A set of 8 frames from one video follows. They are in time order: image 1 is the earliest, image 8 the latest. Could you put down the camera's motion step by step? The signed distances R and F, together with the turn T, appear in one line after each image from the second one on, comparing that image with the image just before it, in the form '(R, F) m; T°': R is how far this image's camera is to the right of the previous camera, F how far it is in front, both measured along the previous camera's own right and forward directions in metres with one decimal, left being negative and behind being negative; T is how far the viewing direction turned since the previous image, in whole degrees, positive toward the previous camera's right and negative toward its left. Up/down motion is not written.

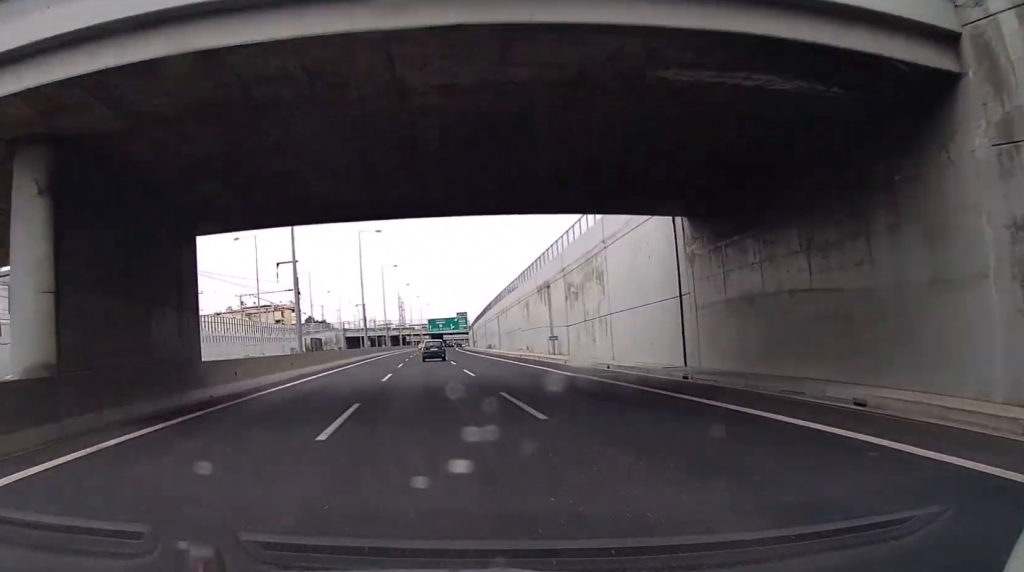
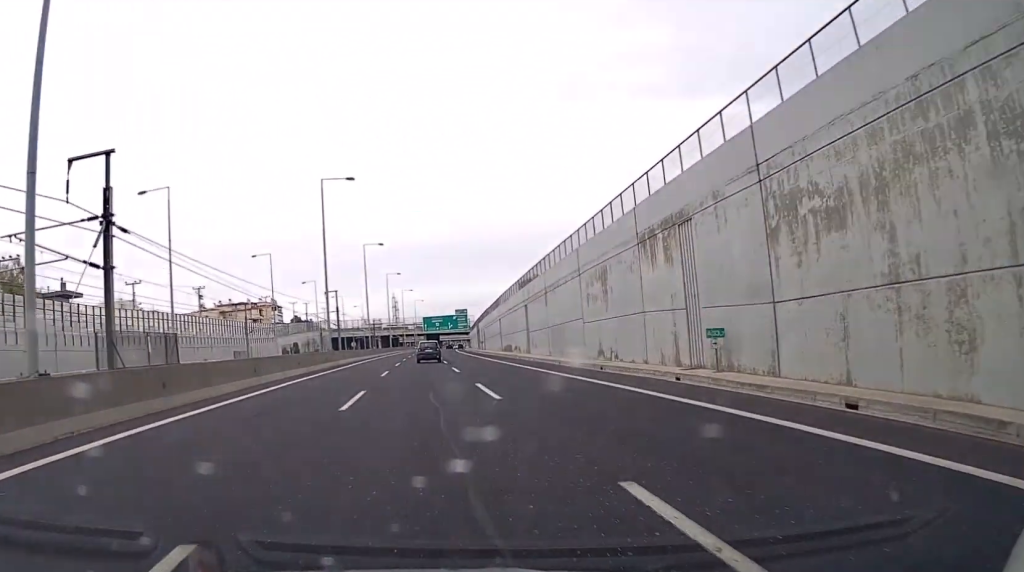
(+0.2, +30.4) m; 0°
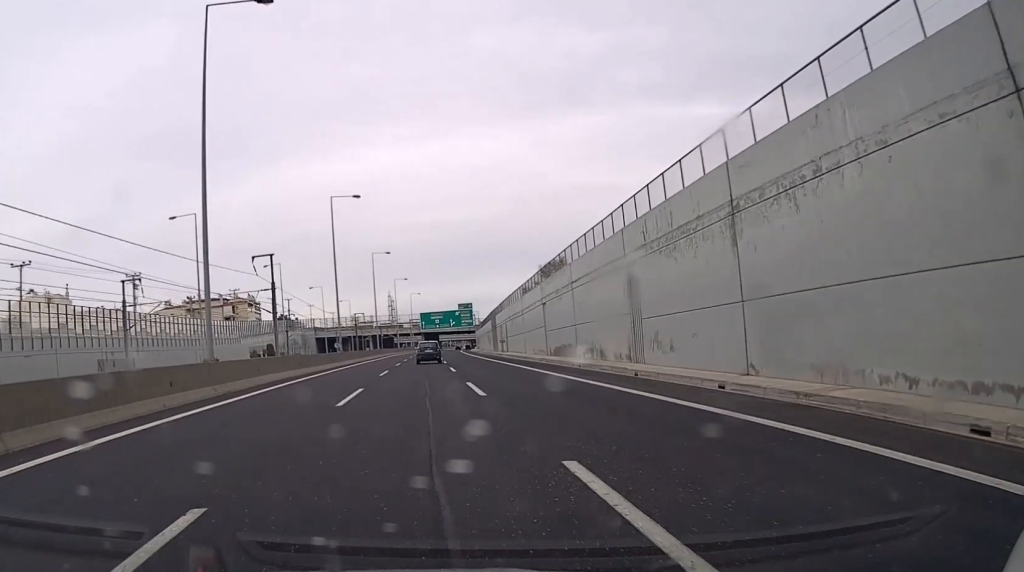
(-0.2, +34.4) m; 0°
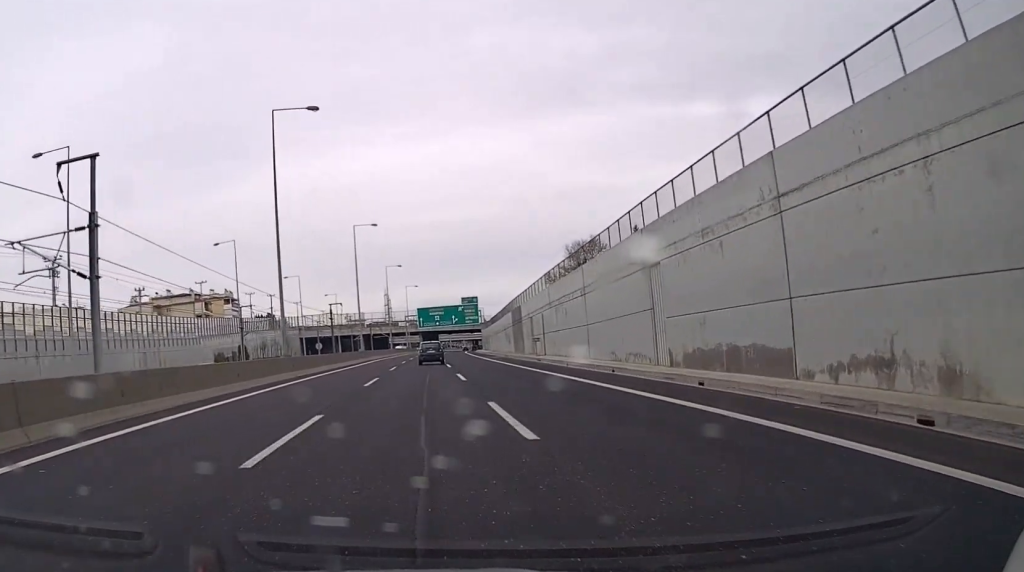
(+0.2, +27.6) m; +1°
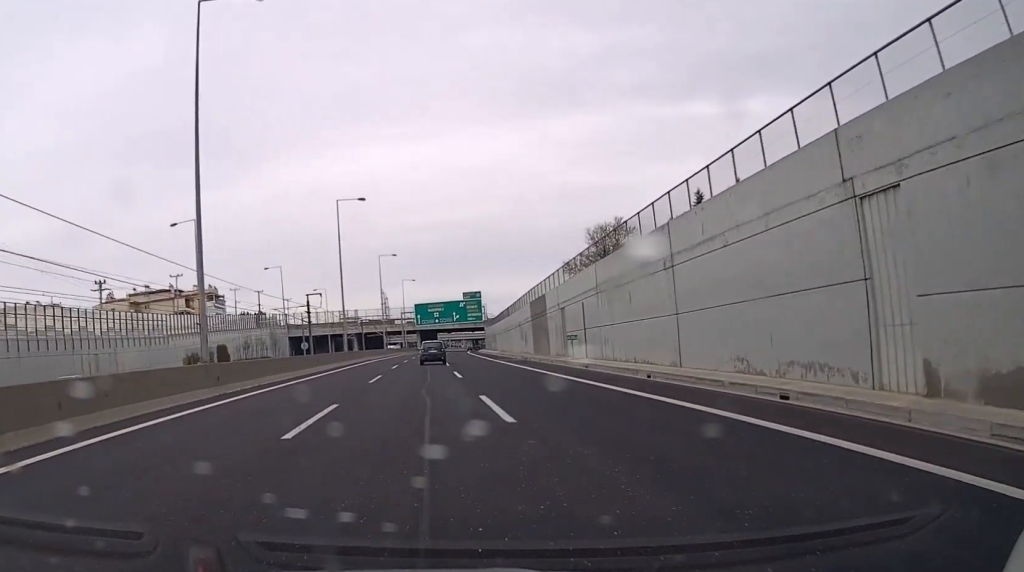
(+0.1, +14.8) m; 0°
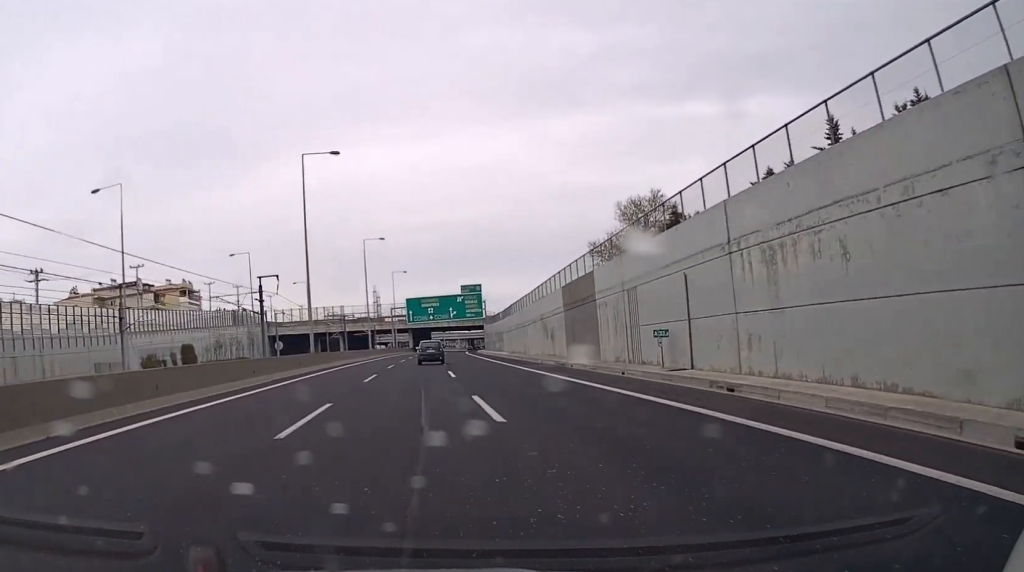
(0.0, +17.7) m; 0°
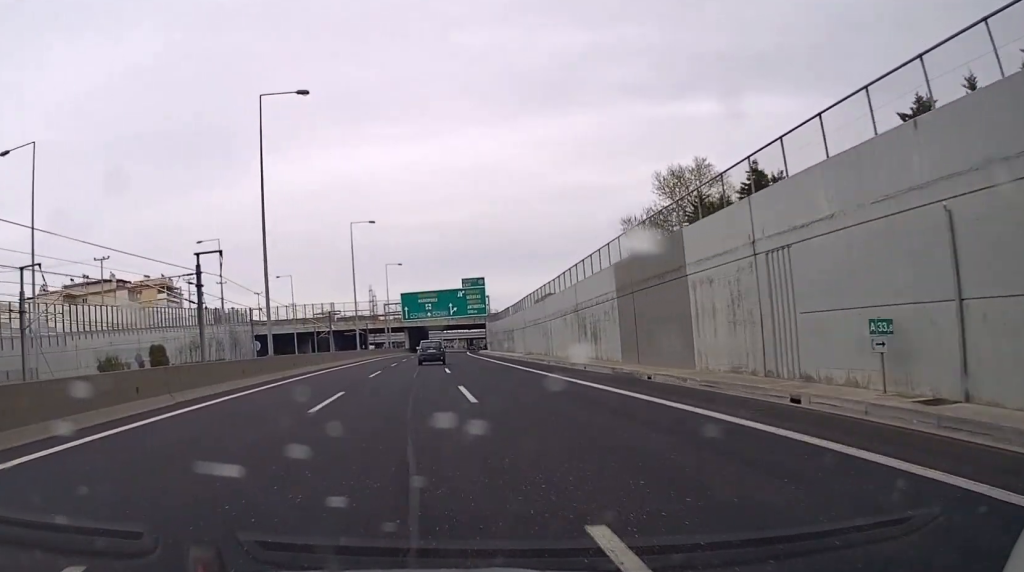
(0.0, +13.8) m; 0°
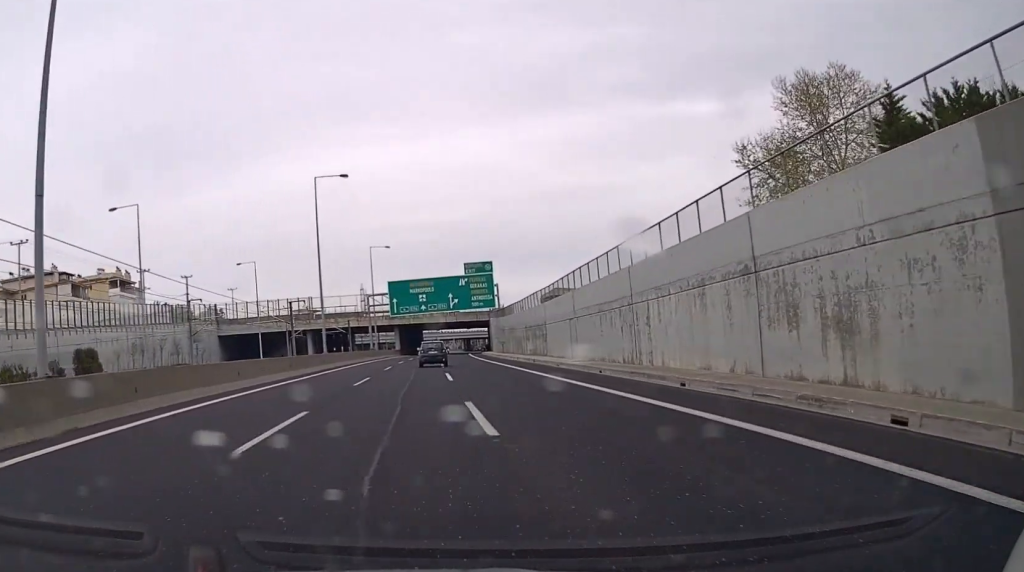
(0.0, +24.6) m; 0°
